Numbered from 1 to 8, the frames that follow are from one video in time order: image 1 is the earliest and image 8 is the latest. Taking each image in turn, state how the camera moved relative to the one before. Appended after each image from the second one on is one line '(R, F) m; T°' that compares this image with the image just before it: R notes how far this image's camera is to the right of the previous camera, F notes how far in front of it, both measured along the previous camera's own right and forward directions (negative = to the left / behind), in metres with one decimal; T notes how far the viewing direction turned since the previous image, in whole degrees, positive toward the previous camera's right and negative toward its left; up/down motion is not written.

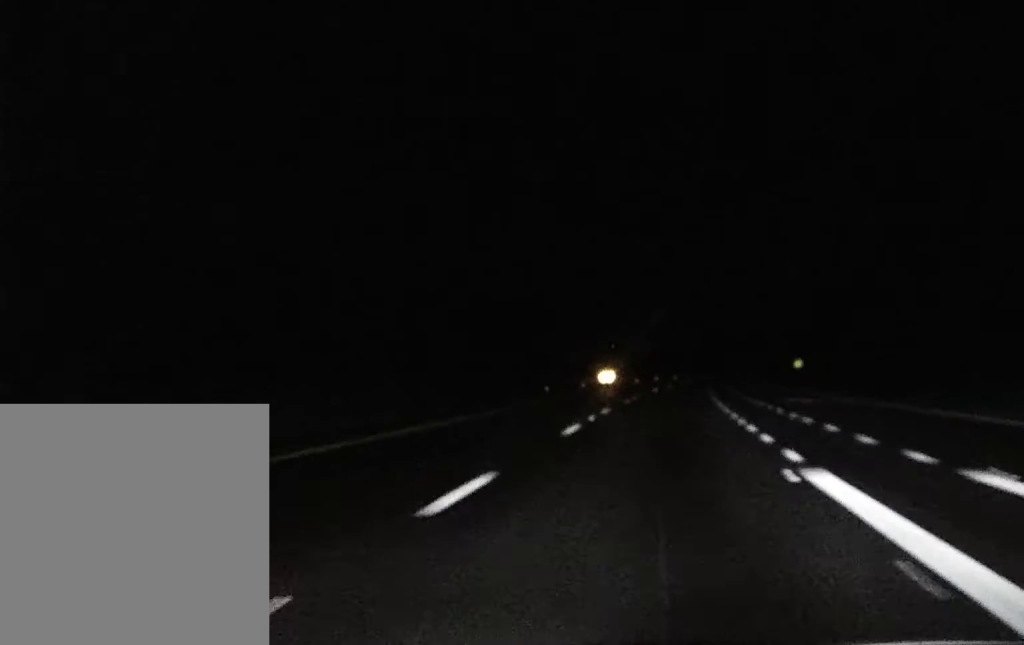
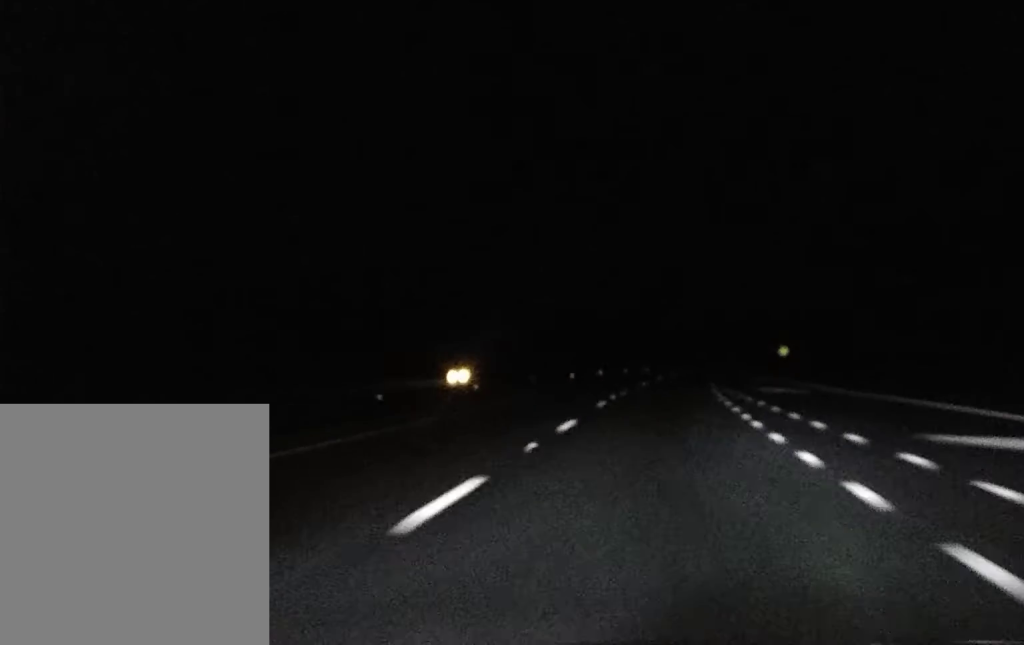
(+1.6, +60.0) m; +3°
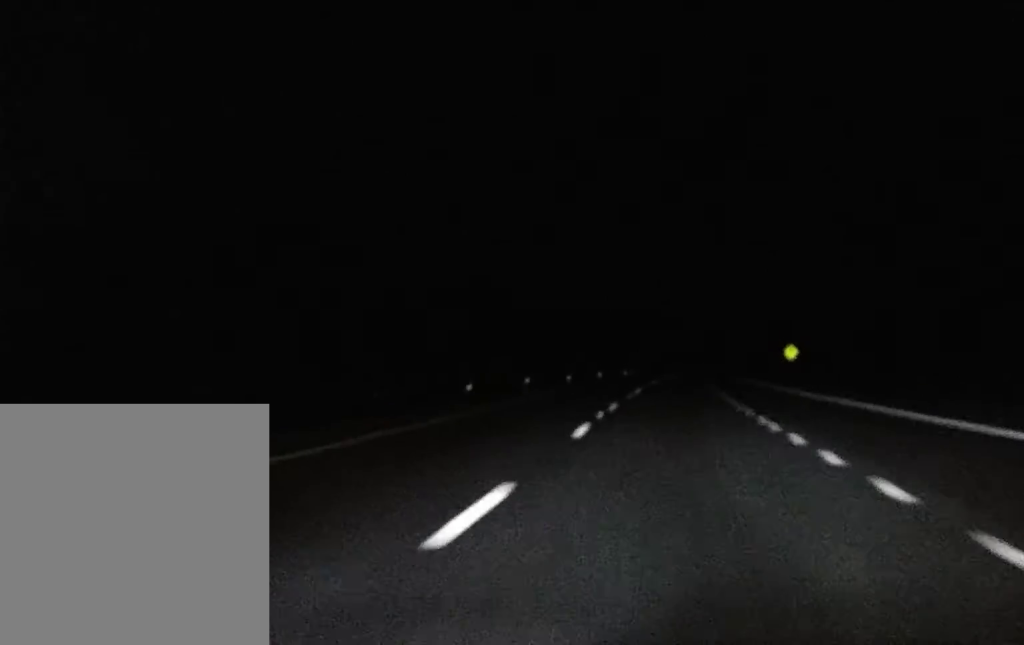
(+0.7, +57.4) m; +2°
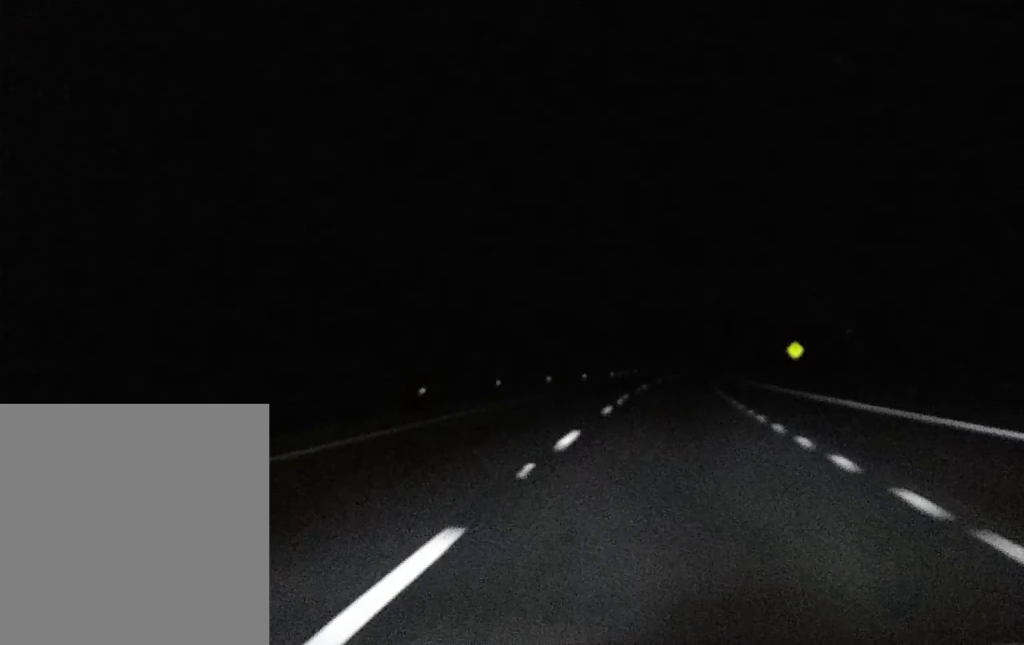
(0.0, +14.7) m; 0°
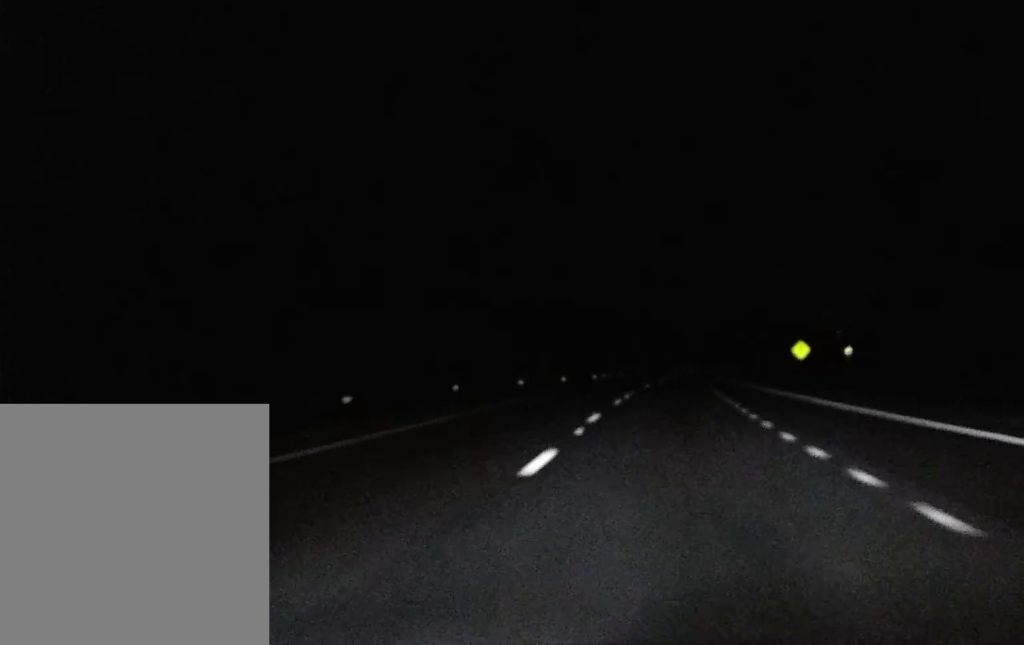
(0.0, +11.7) m; 0°
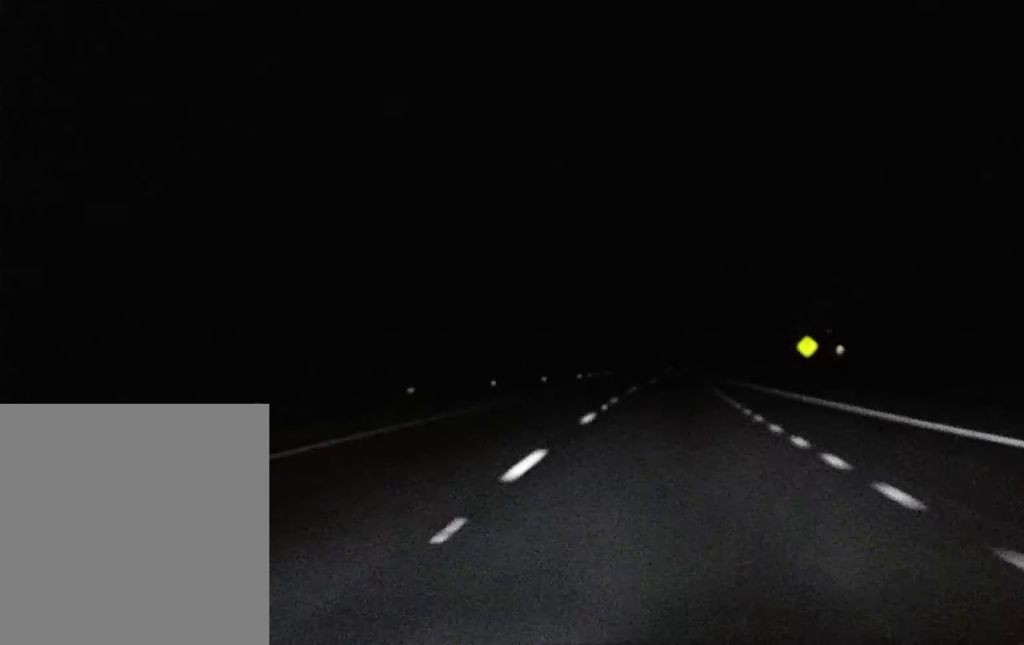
(+0.1, +10.1) m; 0°
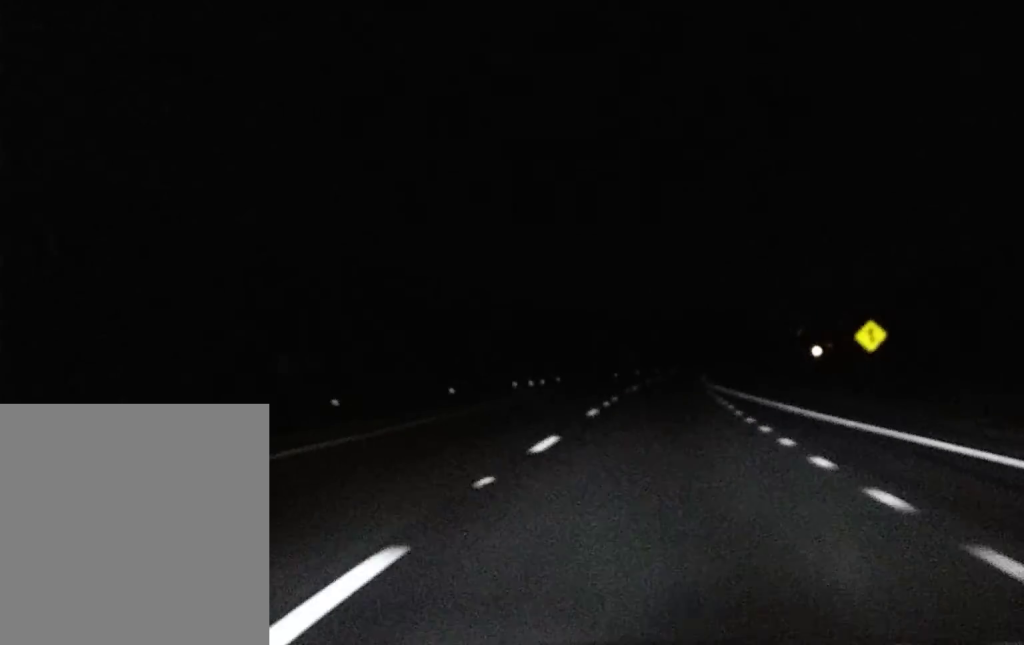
(+0.4, +36.2) m; +2°
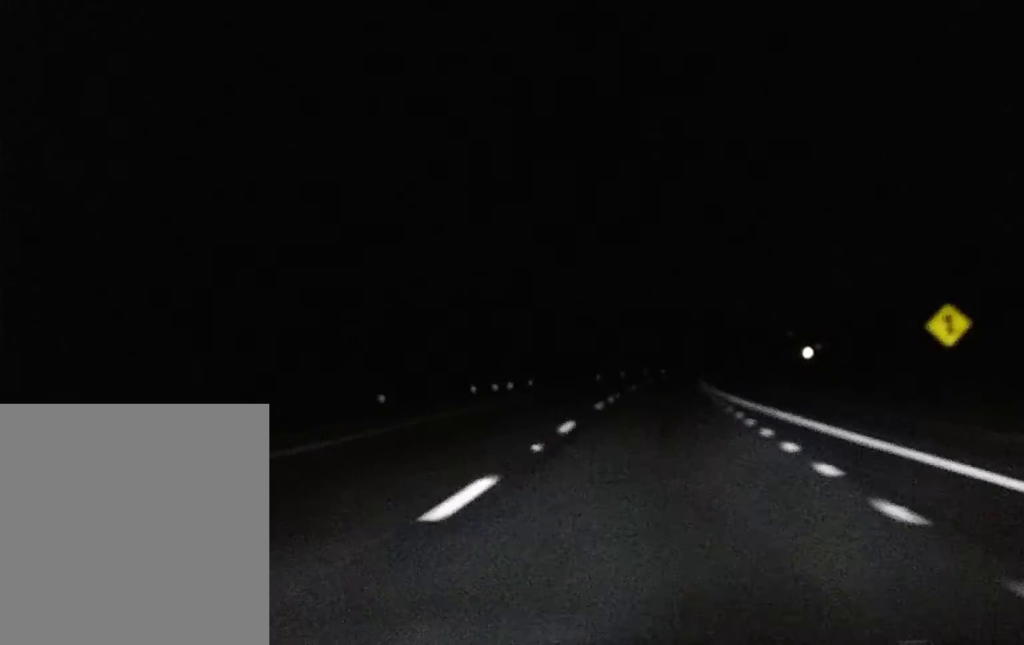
(+0.2, +19.3) m; +1°
